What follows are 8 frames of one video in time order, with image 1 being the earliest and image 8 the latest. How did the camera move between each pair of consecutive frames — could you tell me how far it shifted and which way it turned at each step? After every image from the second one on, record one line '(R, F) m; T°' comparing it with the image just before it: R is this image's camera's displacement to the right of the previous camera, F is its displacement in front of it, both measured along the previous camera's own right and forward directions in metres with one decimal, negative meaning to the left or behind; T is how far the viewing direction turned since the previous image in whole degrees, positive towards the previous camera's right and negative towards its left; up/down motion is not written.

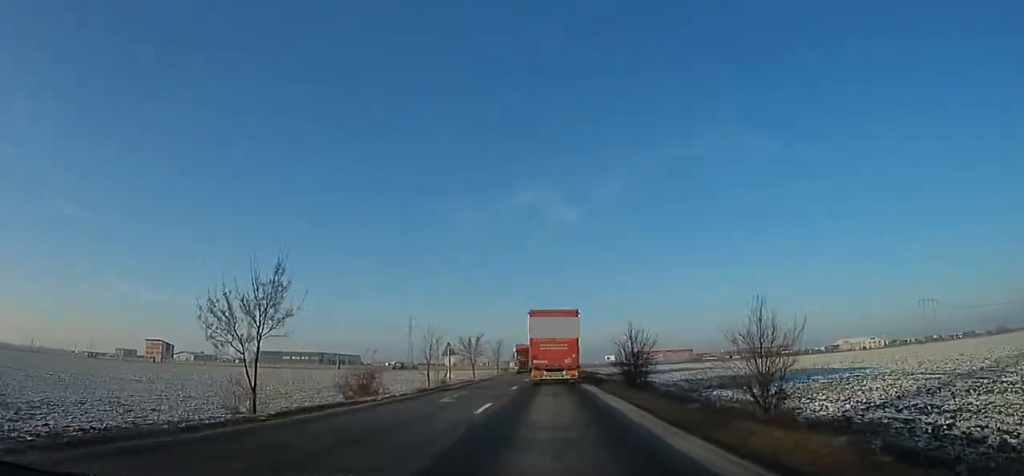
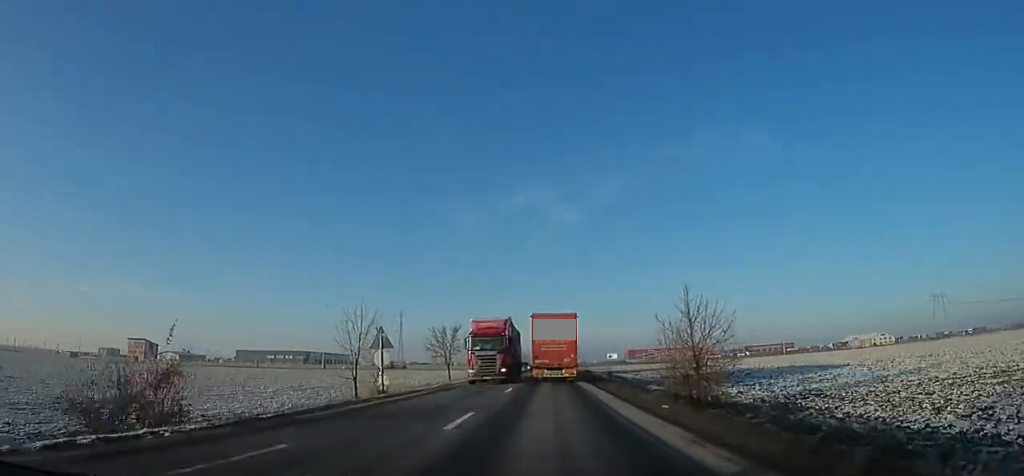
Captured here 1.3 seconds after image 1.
(0.0, +15.0) m; -1°
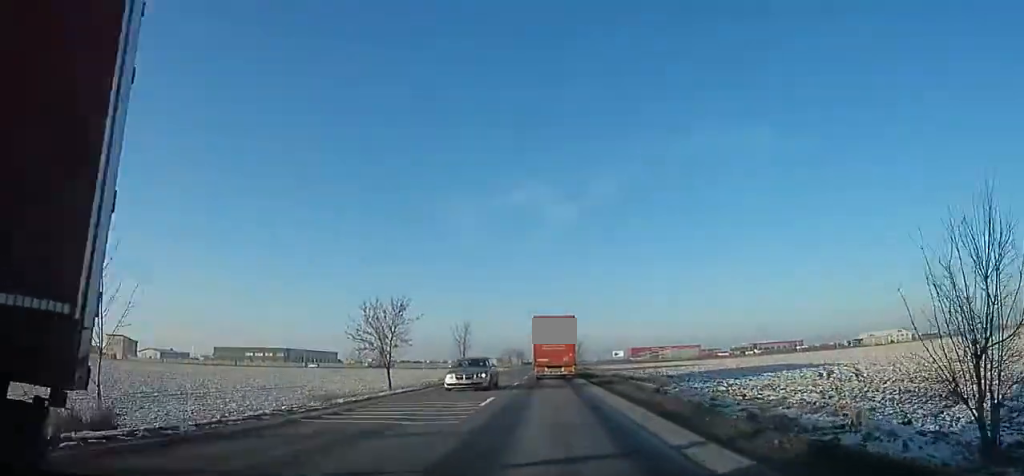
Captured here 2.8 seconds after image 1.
(-0.1, +18.6) m; -1°
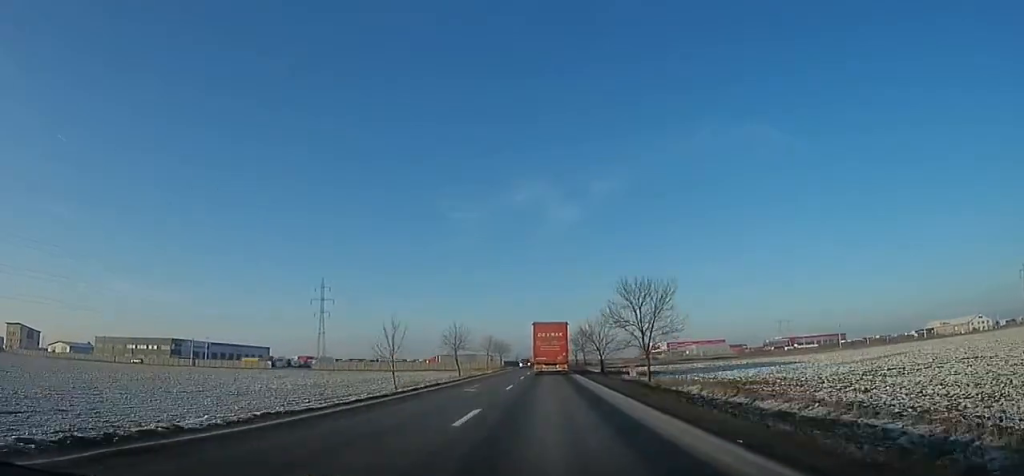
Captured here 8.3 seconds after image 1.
(+1.1, +75.7) m; 0°
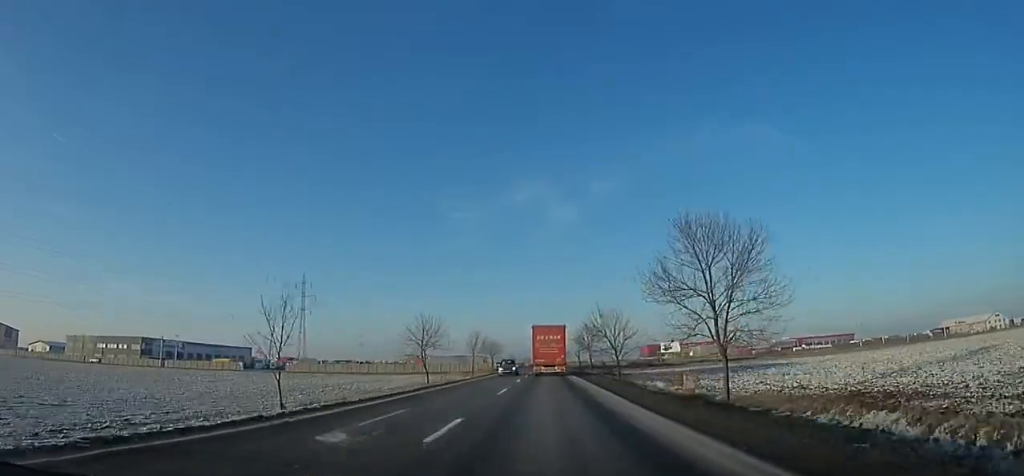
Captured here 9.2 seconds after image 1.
(-0.2, +14.4) m; 0°
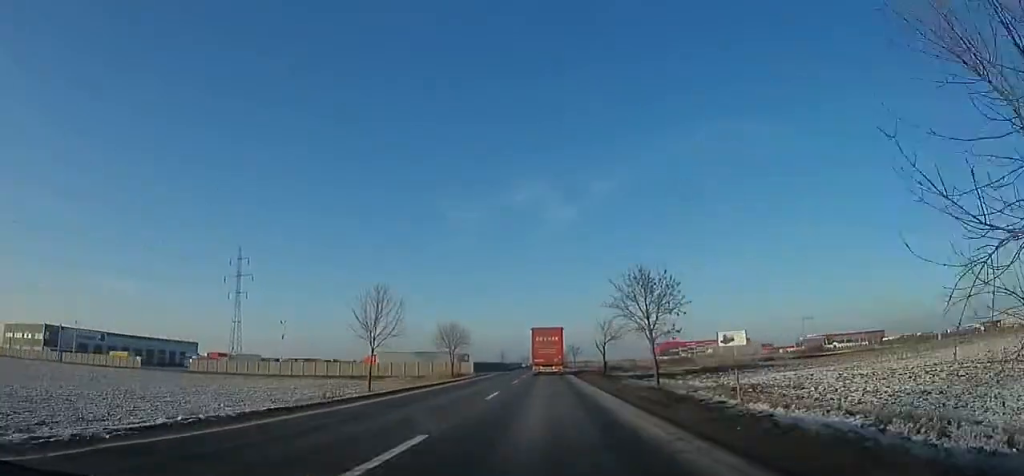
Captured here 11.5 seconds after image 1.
(+0.4, +38.2) m; +1°
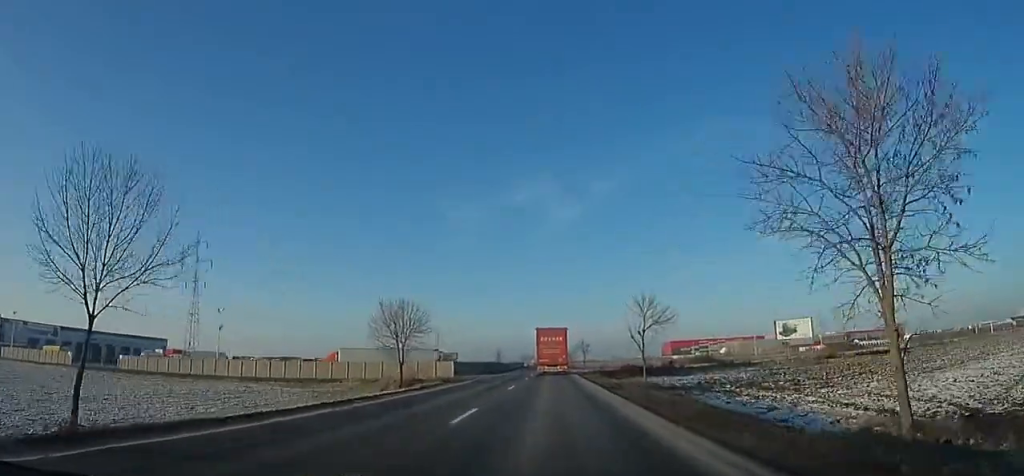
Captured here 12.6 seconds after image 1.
(+0.2, +18.6) m; 0°
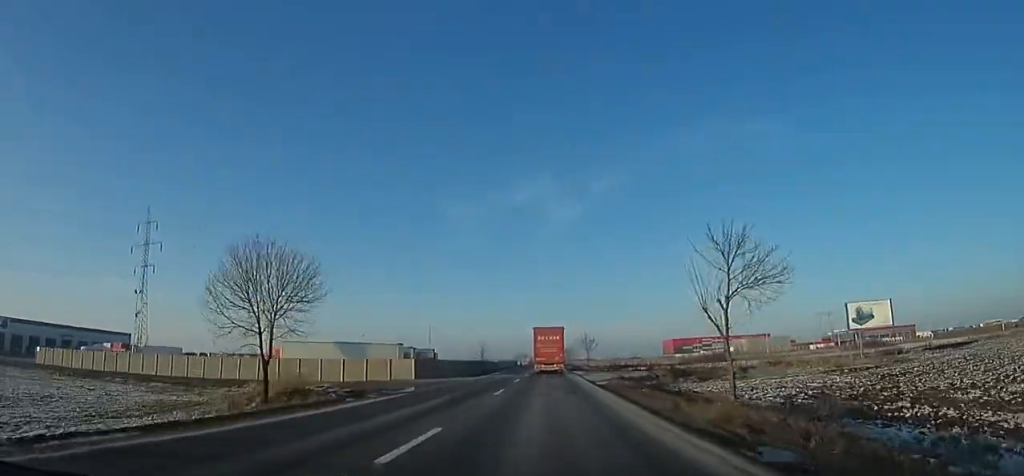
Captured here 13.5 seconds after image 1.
(-0.2, +15.6) m; -1°
